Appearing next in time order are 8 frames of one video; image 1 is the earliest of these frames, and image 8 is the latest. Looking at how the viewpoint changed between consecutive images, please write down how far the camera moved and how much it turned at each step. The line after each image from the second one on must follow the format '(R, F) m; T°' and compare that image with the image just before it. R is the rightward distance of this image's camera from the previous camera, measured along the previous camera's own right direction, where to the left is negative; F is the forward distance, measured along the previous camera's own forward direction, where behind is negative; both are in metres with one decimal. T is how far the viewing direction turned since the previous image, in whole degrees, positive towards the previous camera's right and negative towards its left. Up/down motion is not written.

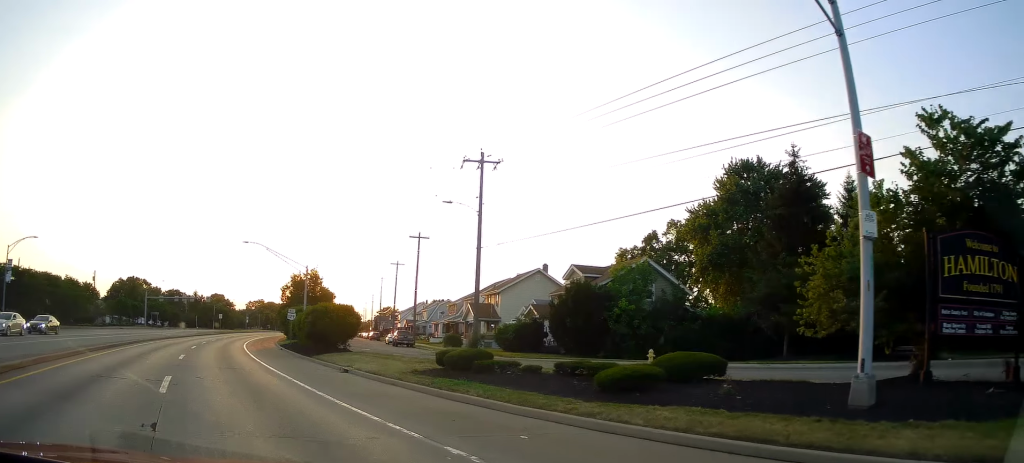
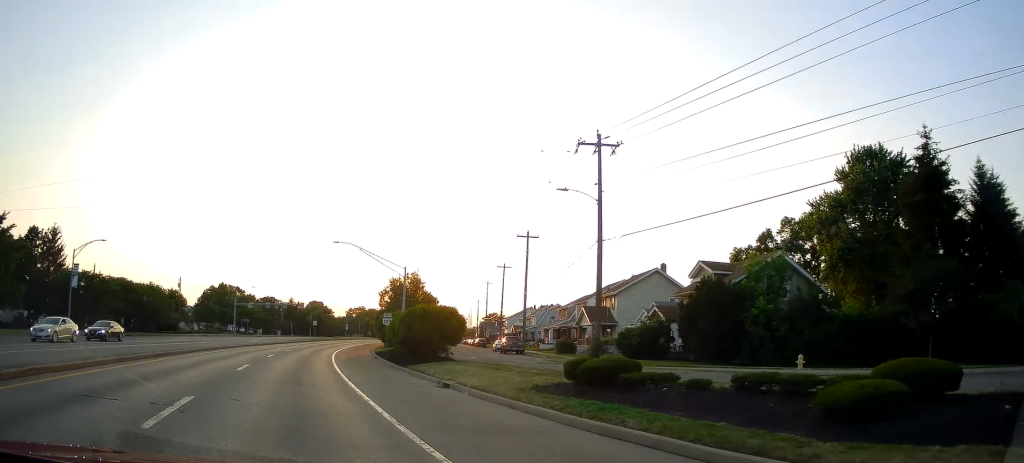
(-0.5, +4.6) m; -8°
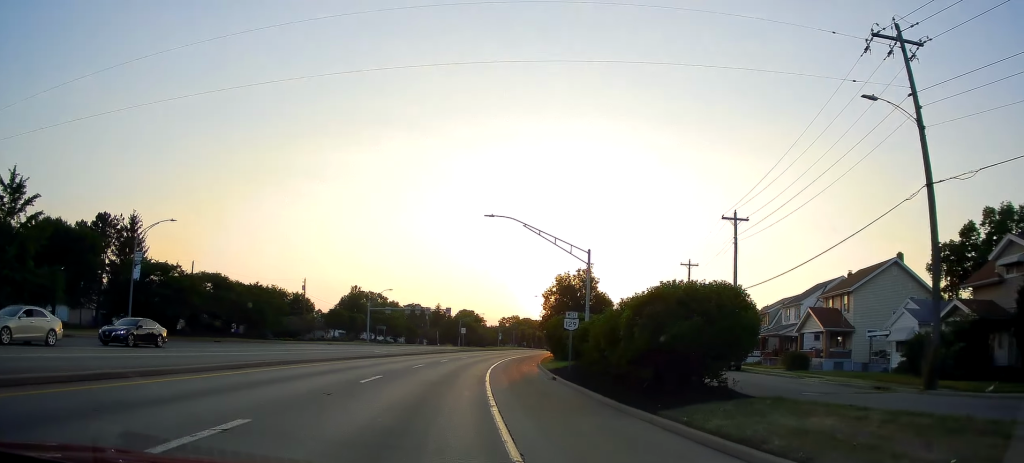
(-2.6, +15.1) m; -12°
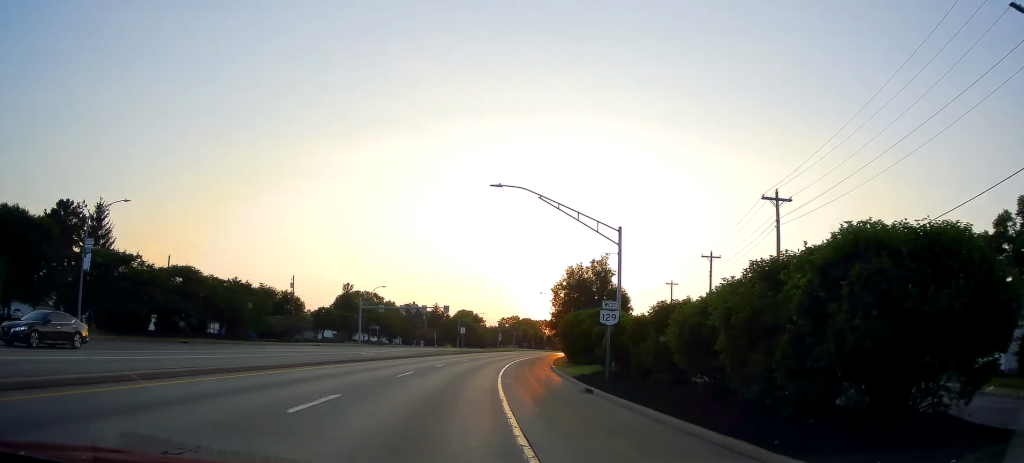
(+0.6, +7.5) m; -4°
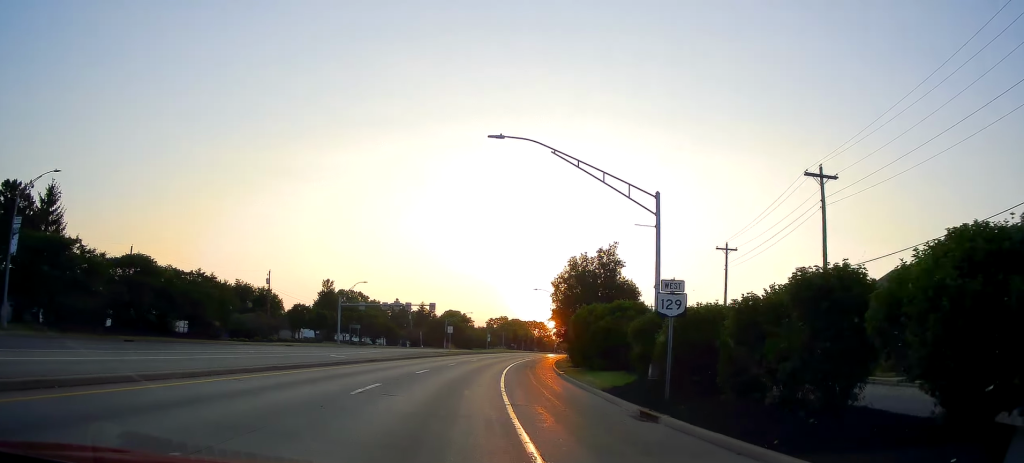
(-1.0, +7.7) m; -4°
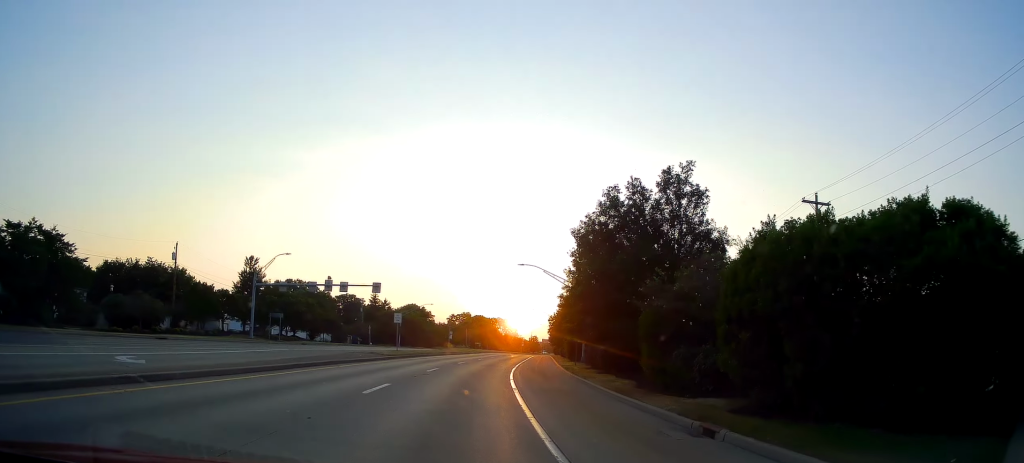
(0.0, +24.9) m; +2°
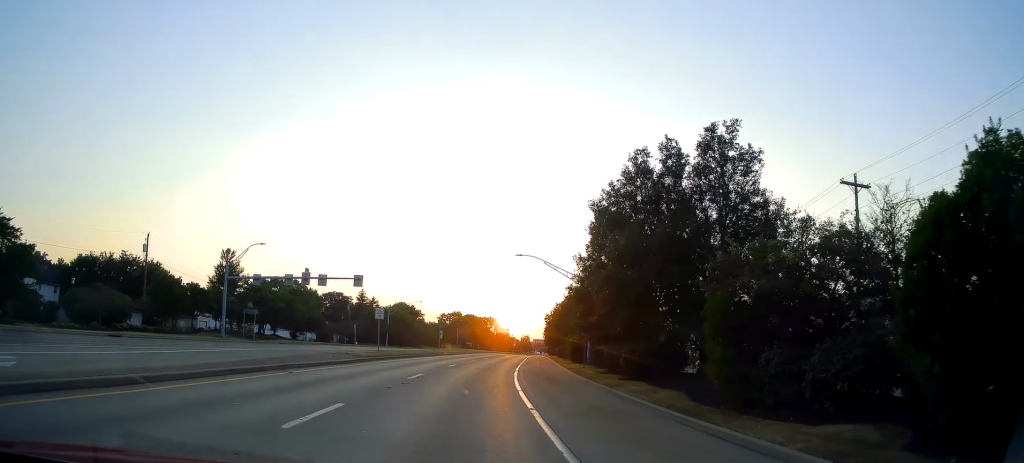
(0.0, +6.3) m; 0°
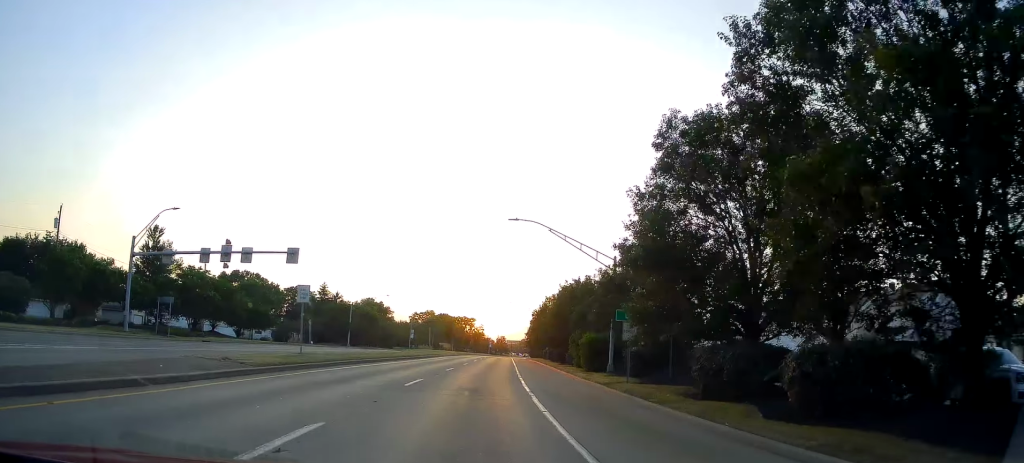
(0.0, +15.7) m; 0°
